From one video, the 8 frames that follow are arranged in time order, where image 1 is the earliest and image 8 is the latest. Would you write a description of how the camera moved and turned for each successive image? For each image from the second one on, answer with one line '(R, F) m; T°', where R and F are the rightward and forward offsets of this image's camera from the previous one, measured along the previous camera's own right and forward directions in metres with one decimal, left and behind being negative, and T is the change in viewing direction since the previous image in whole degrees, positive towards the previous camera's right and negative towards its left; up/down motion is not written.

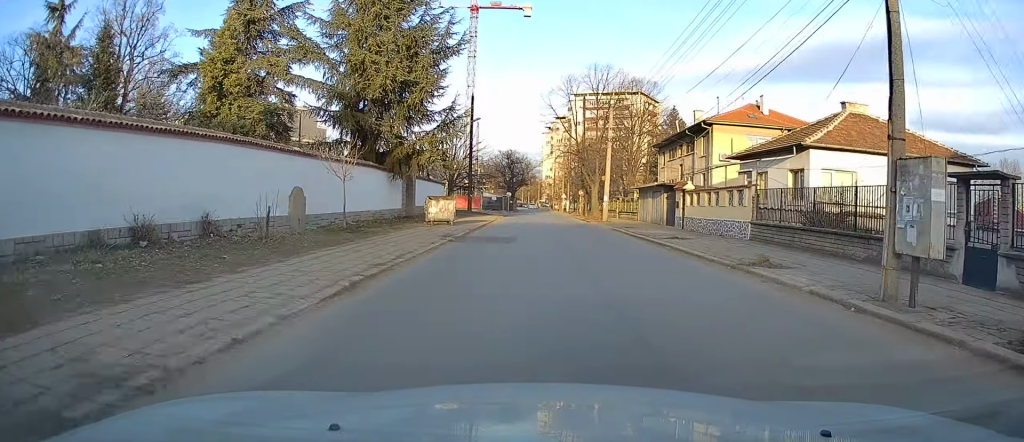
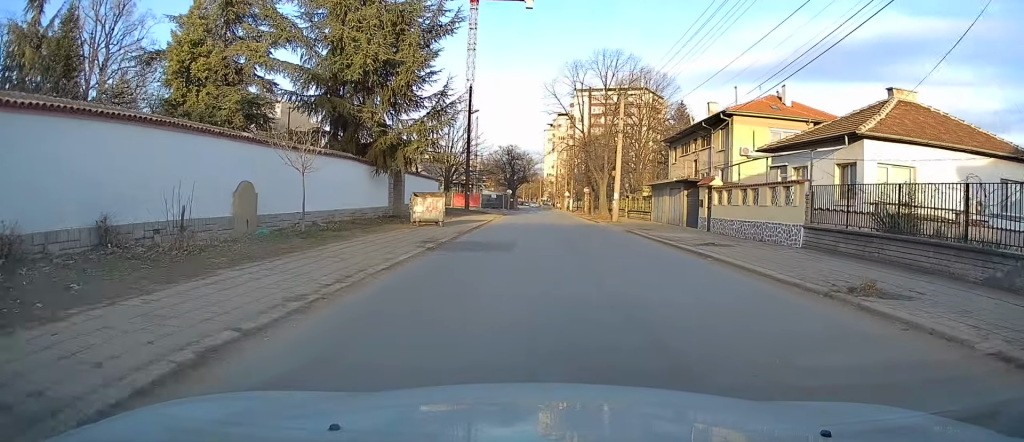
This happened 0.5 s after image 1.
(0.0, +4.1) m; 0°
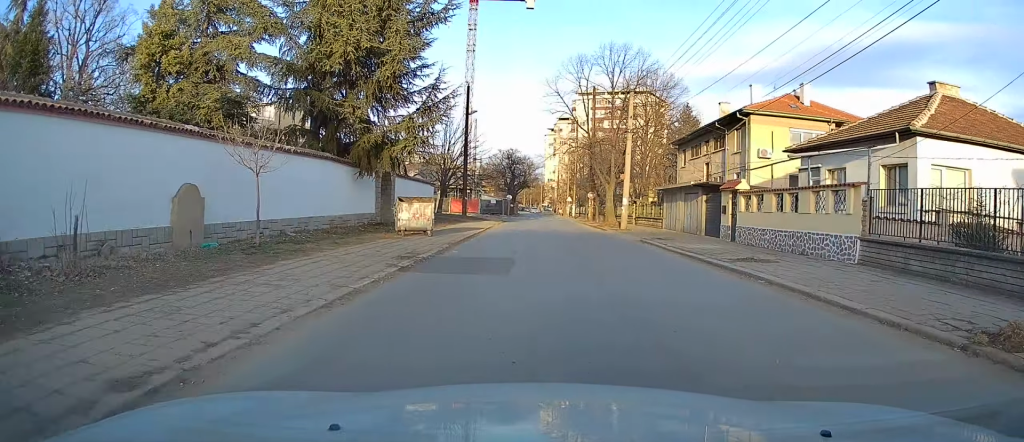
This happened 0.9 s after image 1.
(0.0, +3.2) m; -1°
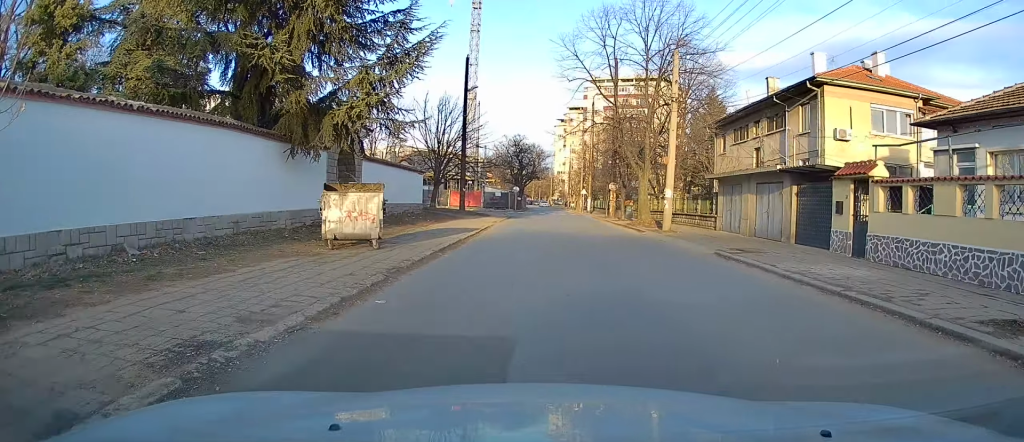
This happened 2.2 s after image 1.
(-0.3, +9.0) m; -5°
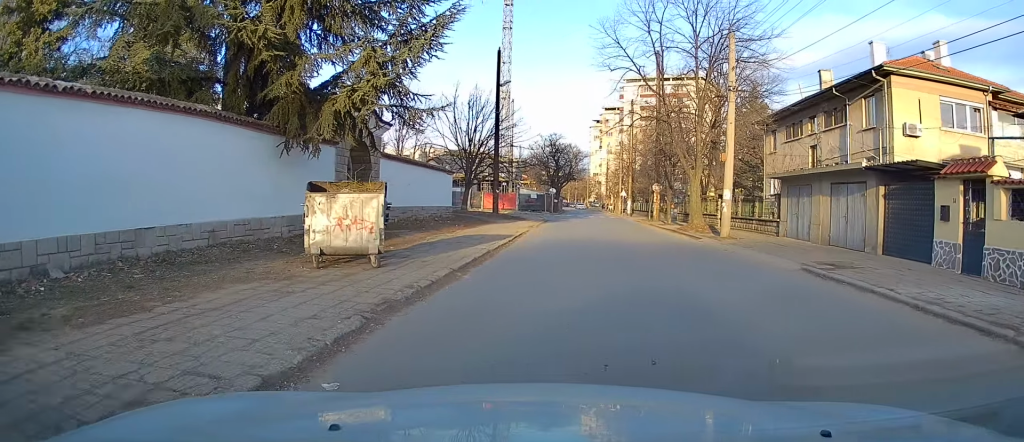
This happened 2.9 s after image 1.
(-0.2, +3.0) m; -2°
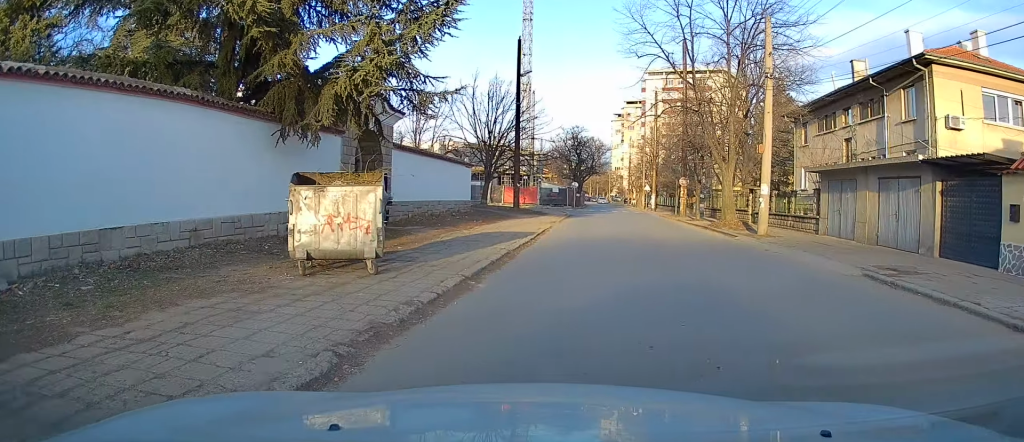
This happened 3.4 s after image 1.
(0.0, +1.8) m; -1°
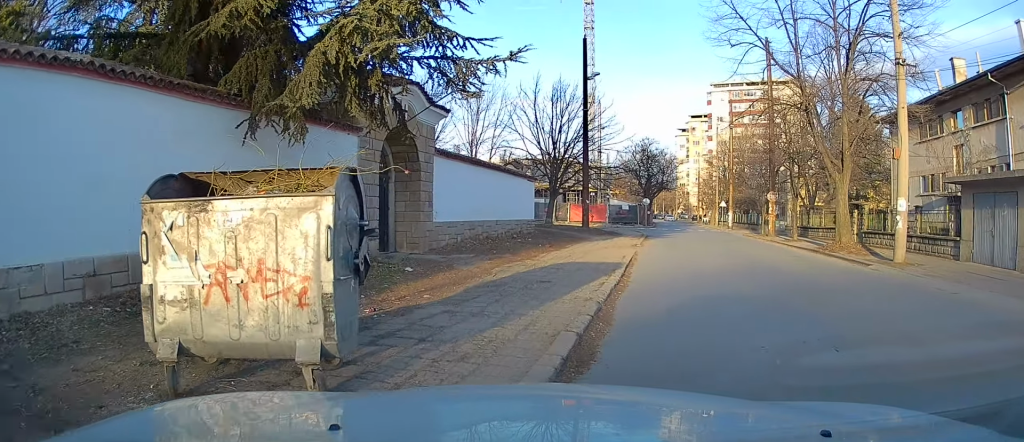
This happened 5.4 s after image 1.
(+0.1, +4.4) m; 0°
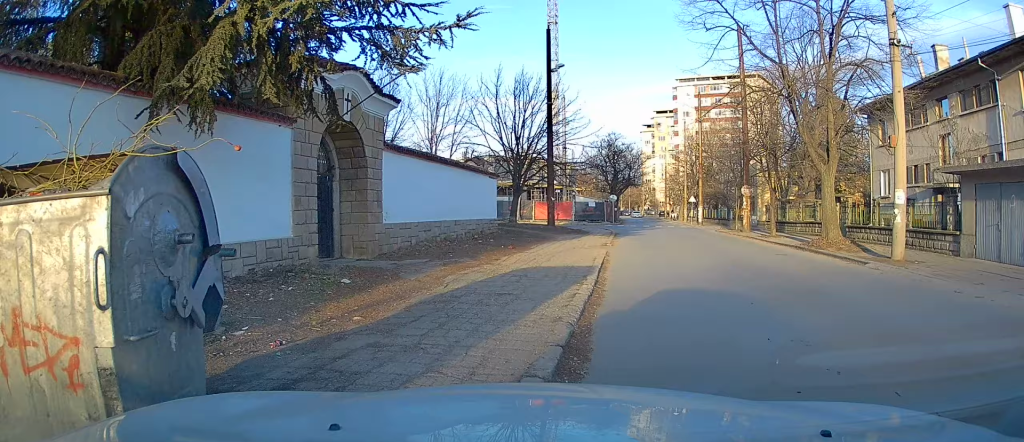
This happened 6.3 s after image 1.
(-0.1, +1.3) m; -4°
